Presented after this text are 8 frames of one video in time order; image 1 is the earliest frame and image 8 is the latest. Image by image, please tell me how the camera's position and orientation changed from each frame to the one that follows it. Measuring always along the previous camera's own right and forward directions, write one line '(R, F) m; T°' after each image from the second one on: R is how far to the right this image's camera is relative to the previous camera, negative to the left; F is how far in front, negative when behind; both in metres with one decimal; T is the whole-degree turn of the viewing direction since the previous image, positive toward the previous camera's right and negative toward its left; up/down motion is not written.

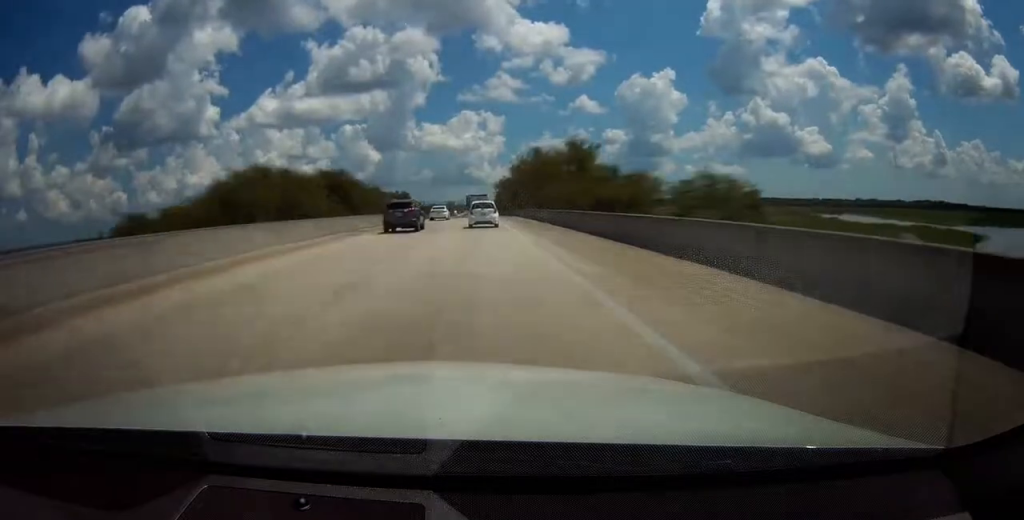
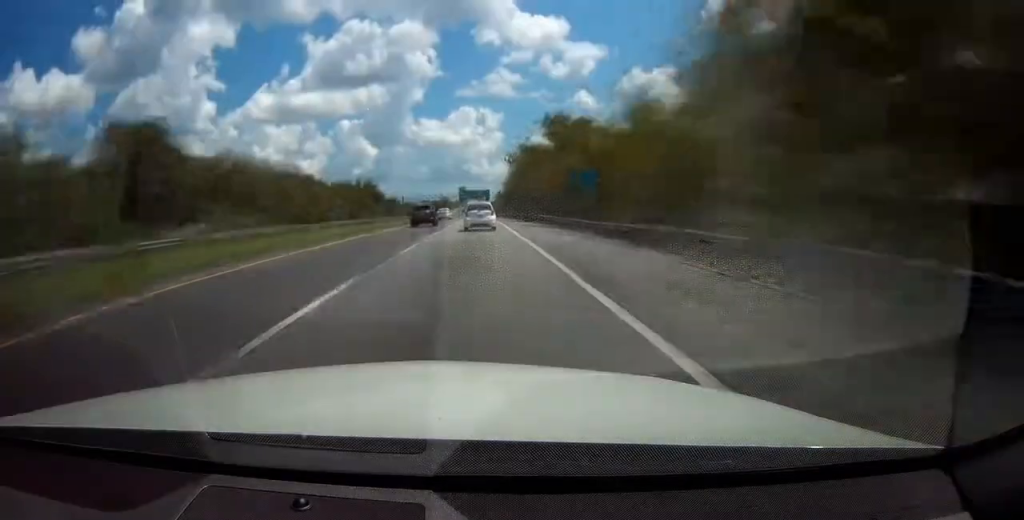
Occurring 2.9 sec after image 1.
(+0.1, +81.6) m; 0°
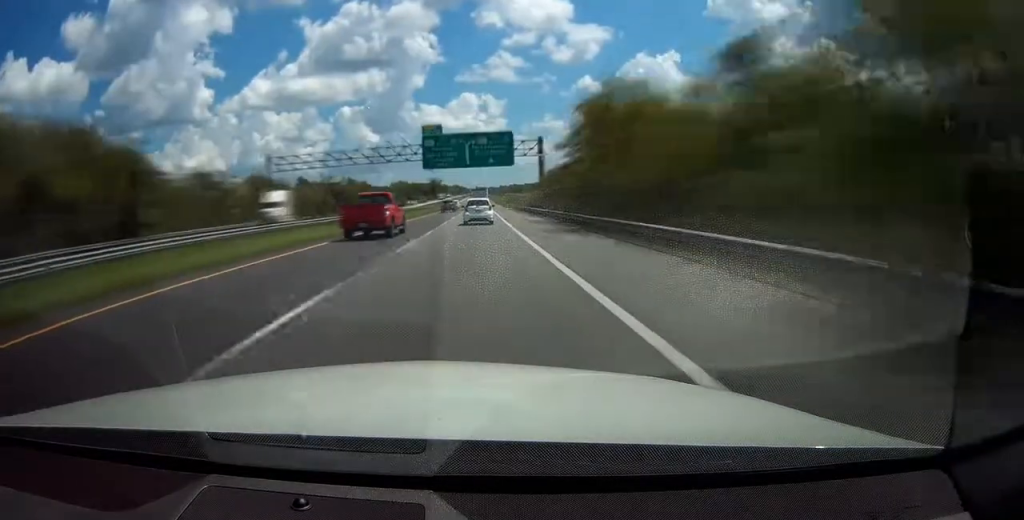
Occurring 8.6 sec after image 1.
(-0.4, +161.0) m; 0°
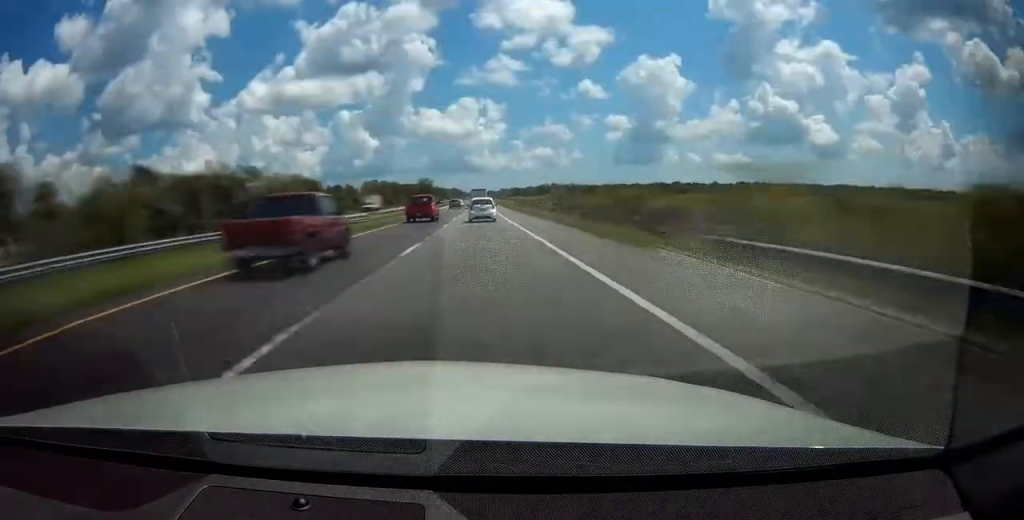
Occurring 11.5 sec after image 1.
(-0.1, +77.7) m; 0°
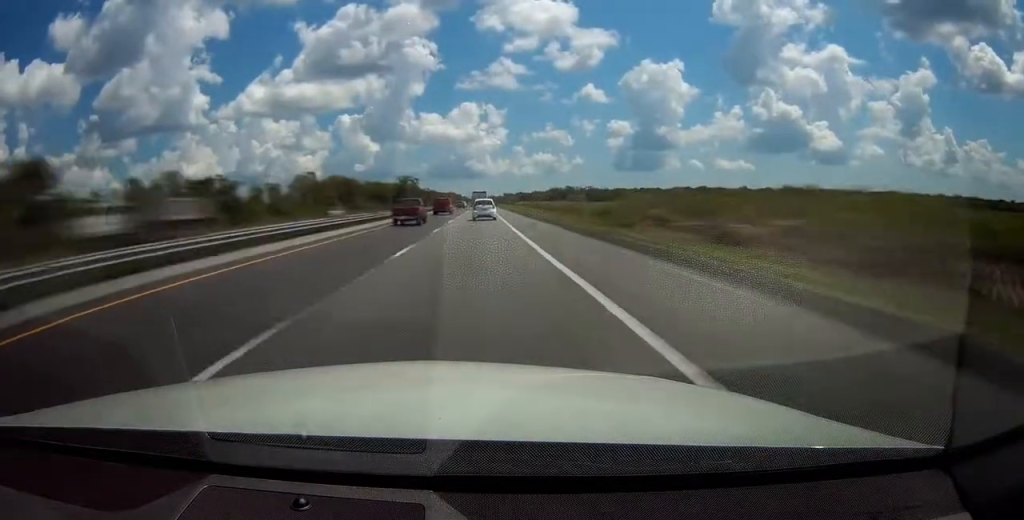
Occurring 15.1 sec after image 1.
(-0.1, +100.8) m; 0°
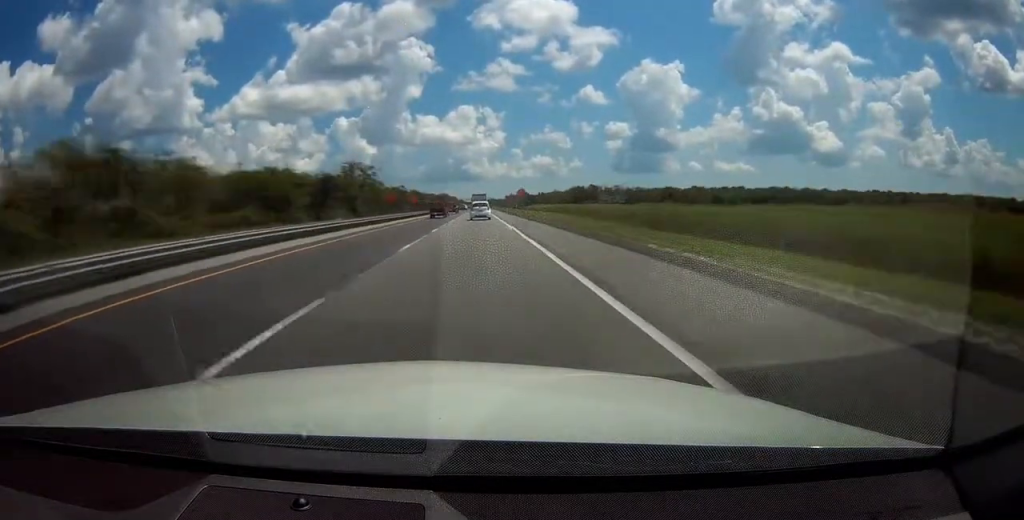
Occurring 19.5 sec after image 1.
(+0.2, +121.5) m; 0°
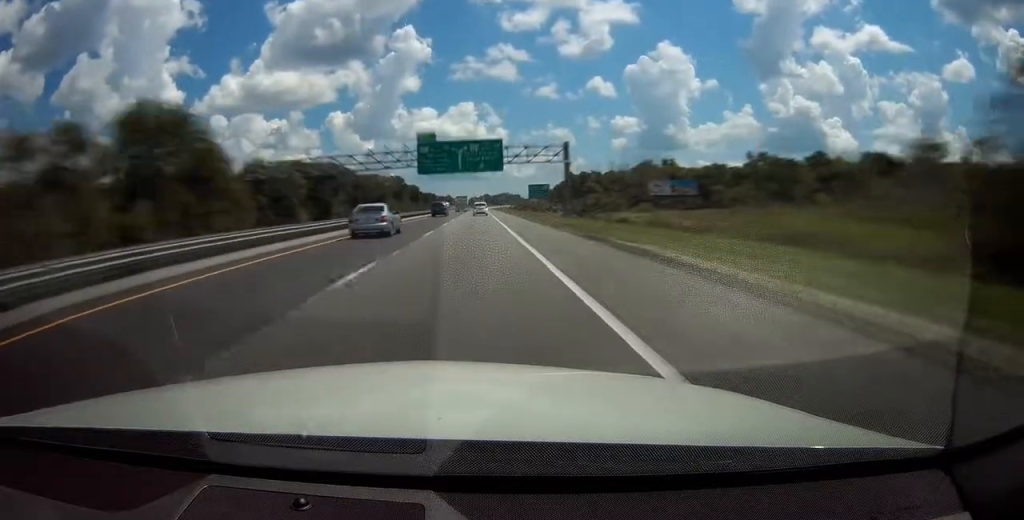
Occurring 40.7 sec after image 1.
(+2.6, +598.6) m; +1°
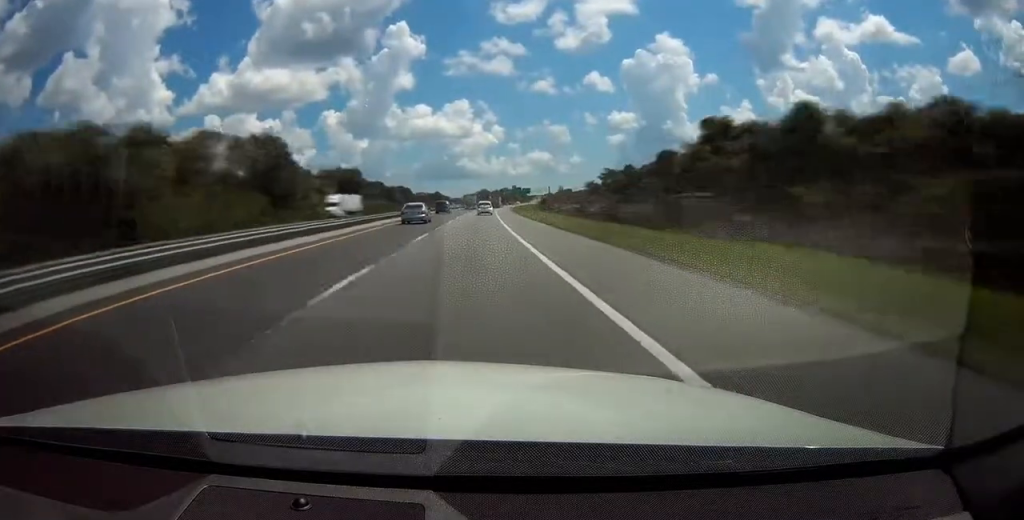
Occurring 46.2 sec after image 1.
(+0.1, +158.0) m; +2°
